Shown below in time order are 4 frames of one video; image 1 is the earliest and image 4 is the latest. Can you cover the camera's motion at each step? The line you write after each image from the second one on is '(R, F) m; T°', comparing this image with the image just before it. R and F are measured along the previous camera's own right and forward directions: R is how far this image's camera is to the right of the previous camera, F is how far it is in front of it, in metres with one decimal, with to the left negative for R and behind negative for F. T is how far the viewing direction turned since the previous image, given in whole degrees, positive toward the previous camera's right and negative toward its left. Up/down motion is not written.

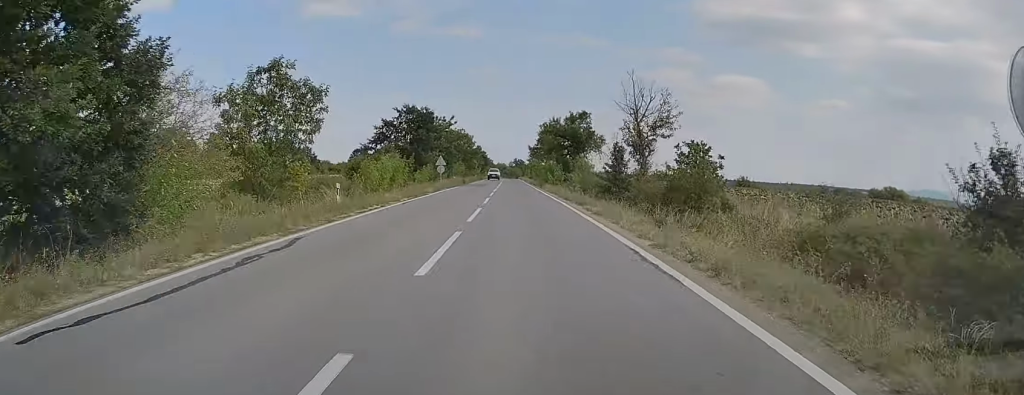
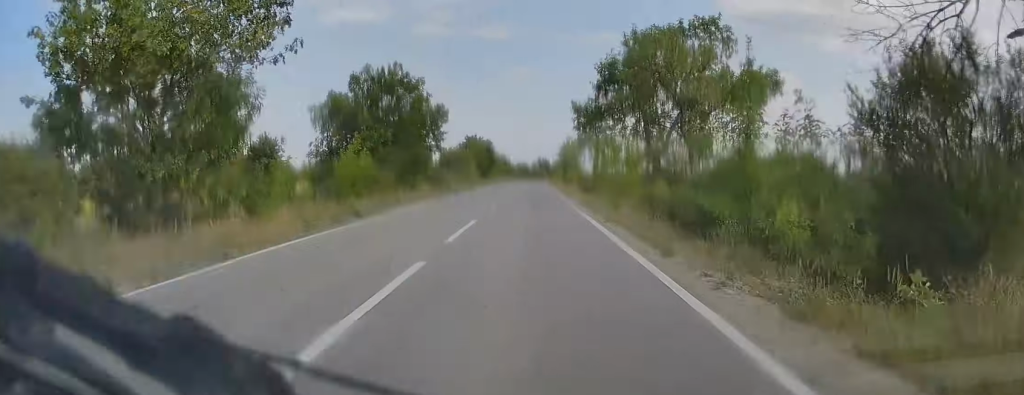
(-0.4, +67.8) m; -1°
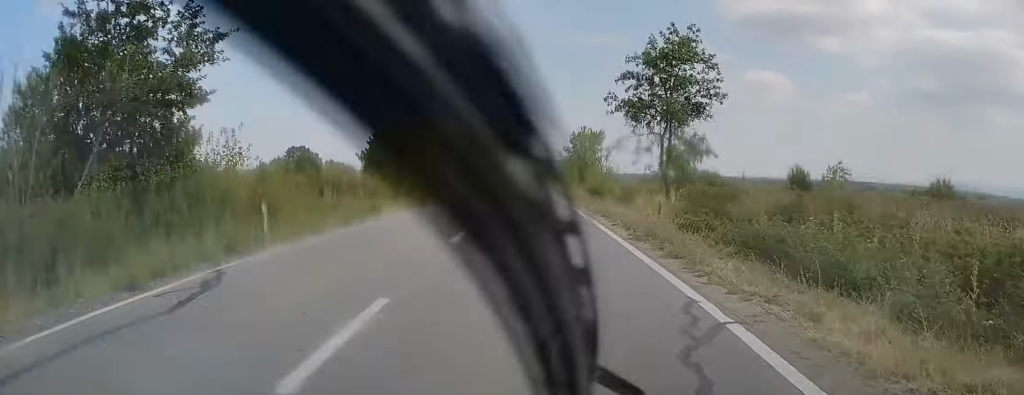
(-0.1, +39.8) m; 0°
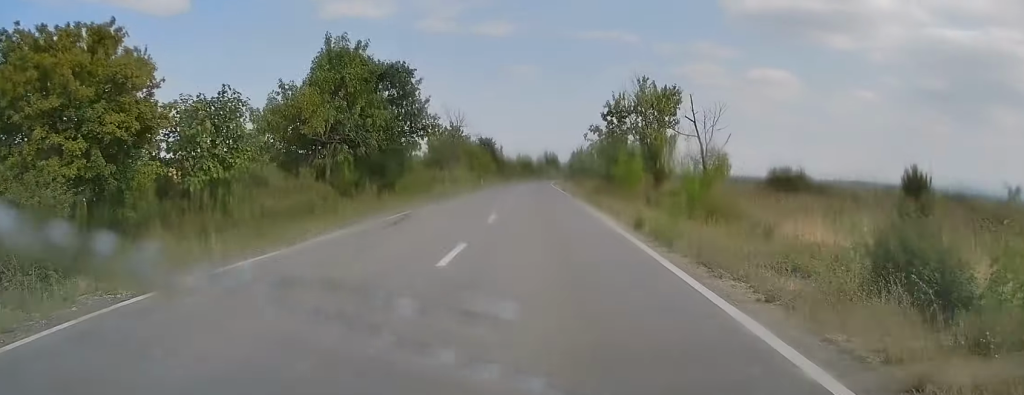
(-0.2, +39.7) m; -1°
